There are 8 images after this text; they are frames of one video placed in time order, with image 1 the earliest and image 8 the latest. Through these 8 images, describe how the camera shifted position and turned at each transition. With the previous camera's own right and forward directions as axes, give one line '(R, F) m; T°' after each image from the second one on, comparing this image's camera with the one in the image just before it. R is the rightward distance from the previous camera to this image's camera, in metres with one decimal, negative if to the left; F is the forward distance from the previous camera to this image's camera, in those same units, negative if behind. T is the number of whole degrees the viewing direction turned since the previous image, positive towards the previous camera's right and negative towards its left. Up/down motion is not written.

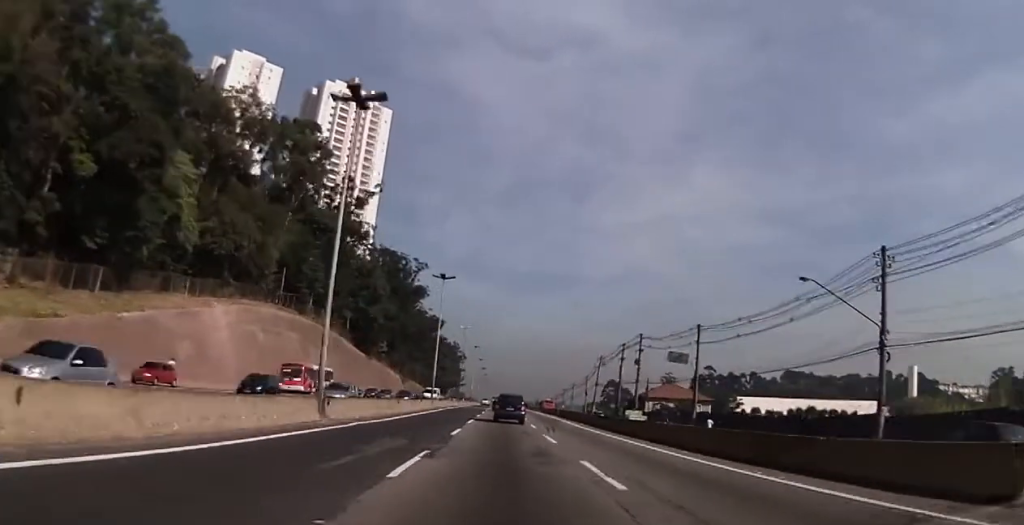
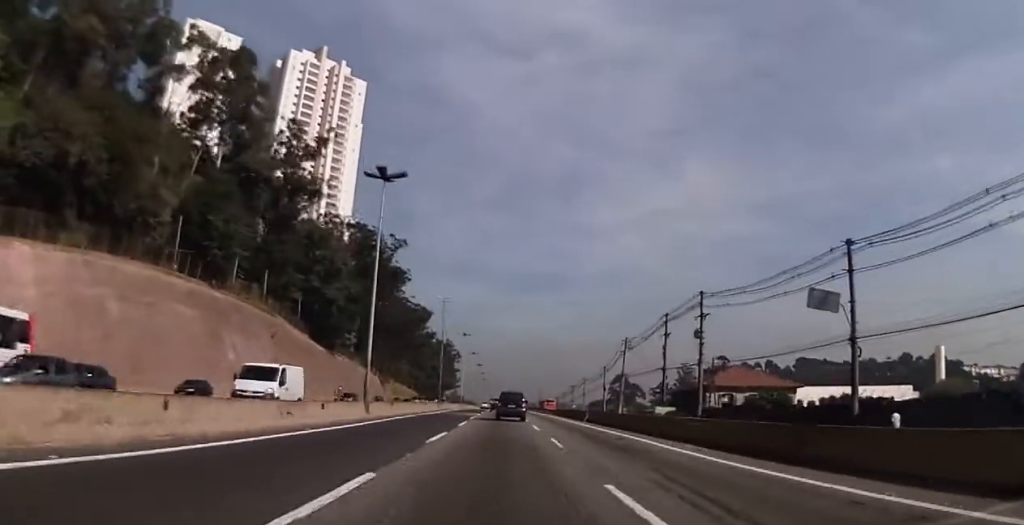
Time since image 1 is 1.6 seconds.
(-0.3, +31.7) m; 0°
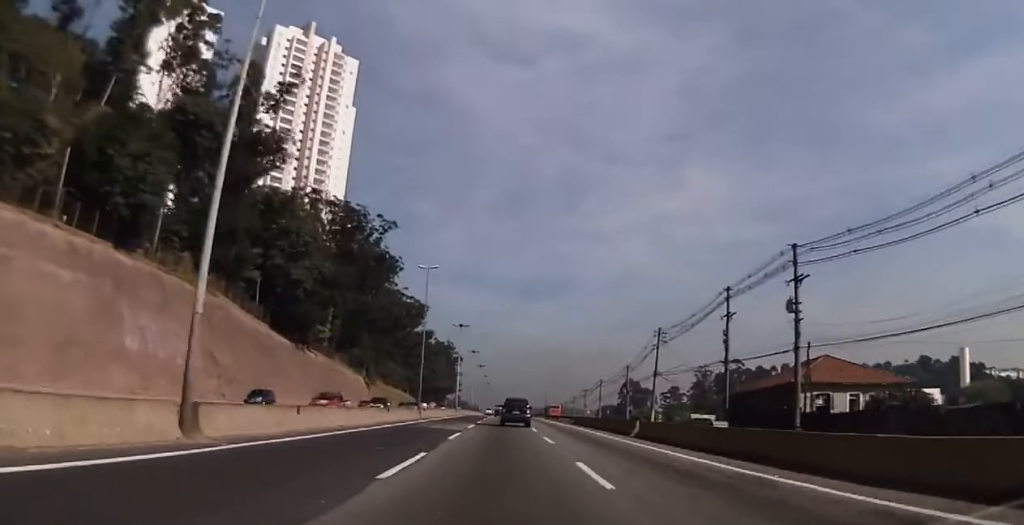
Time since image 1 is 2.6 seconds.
(+0.2, +20.5) m; +1°
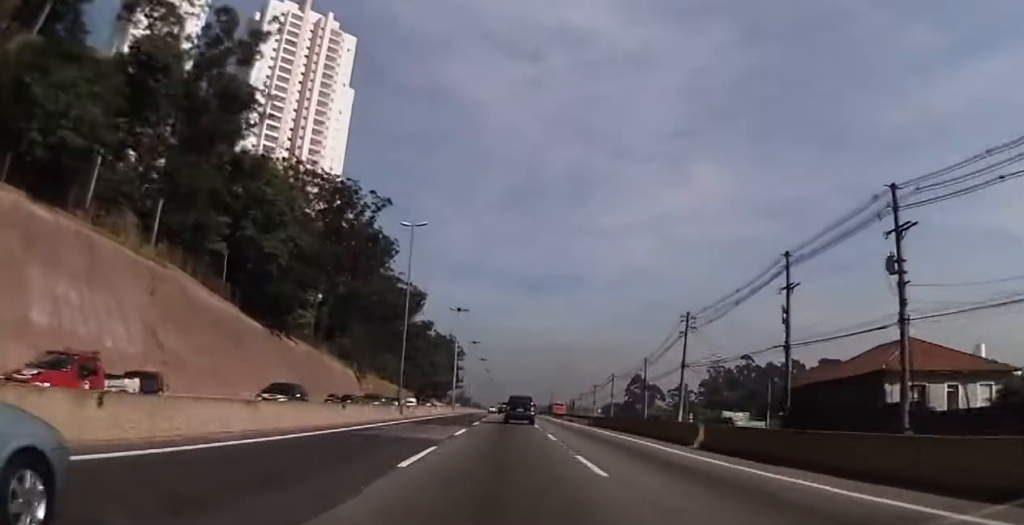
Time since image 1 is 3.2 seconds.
(0.0, +12.0) m; 0°
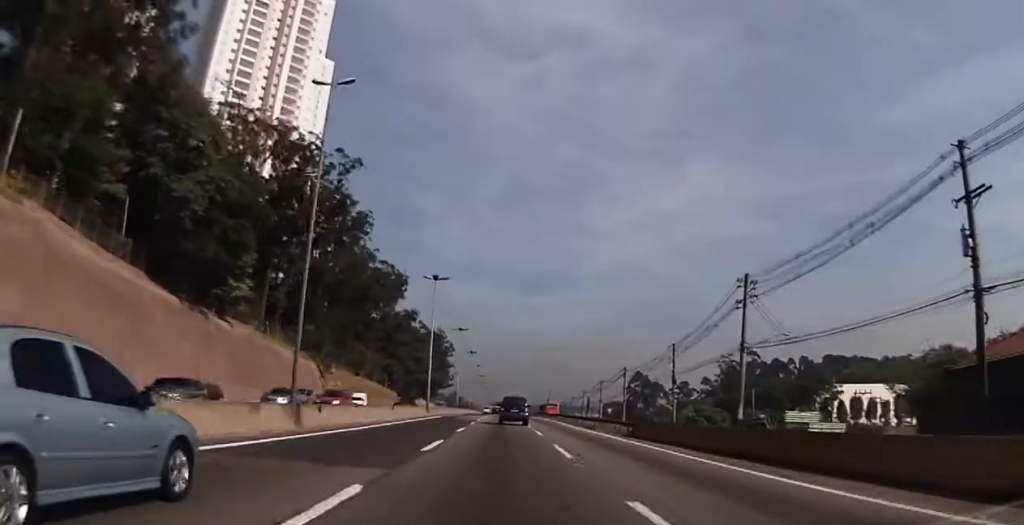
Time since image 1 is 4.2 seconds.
(-0.2, +20.3) m; 0°
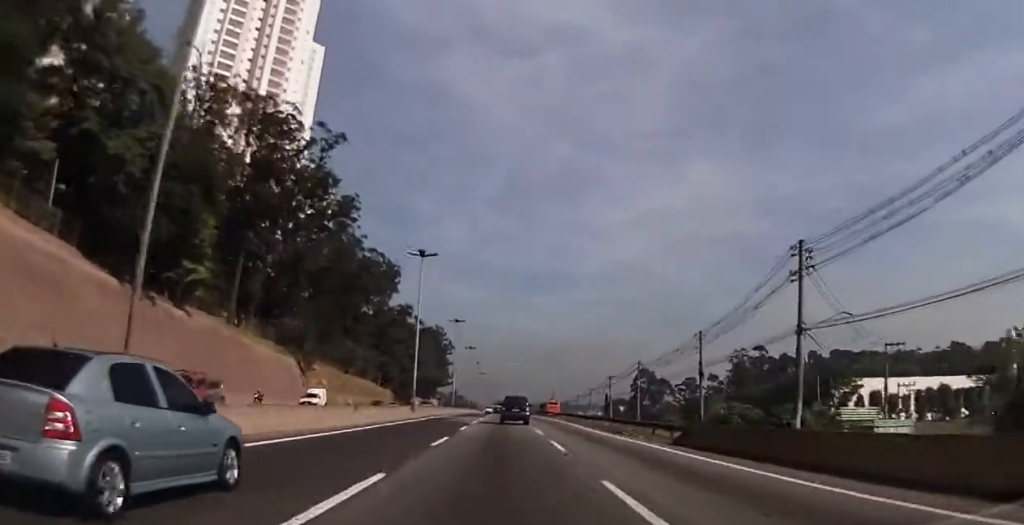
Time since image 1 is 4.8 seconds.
(0.0, +10.2) m; 0°
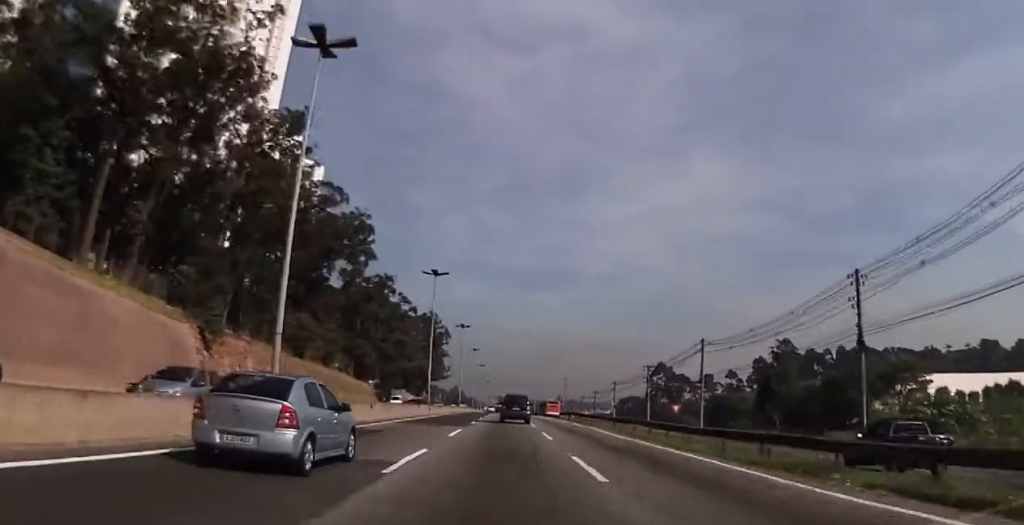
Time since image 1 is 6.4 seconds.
(+0.3, +30.4) m; 0°
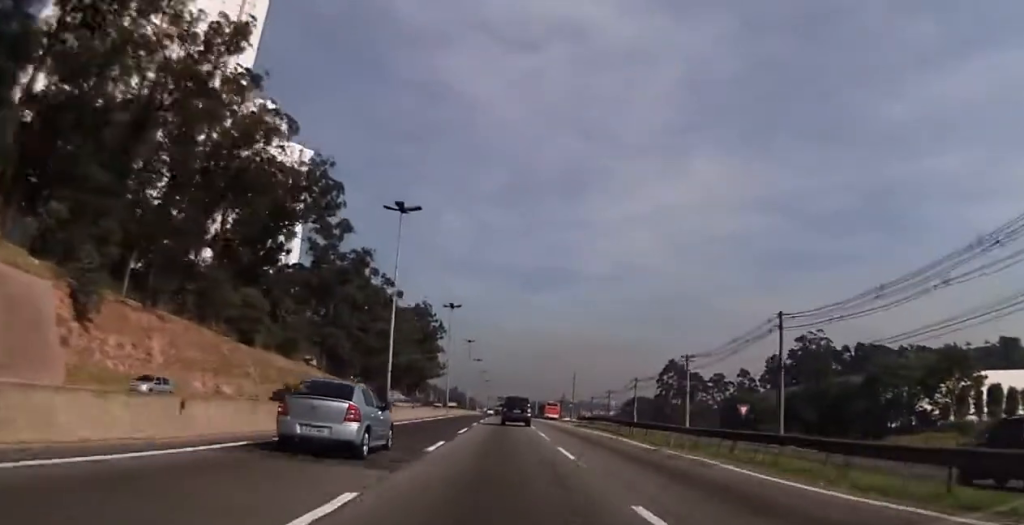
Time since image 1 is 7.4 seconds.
(-0.2, +18.8) m; -1°
